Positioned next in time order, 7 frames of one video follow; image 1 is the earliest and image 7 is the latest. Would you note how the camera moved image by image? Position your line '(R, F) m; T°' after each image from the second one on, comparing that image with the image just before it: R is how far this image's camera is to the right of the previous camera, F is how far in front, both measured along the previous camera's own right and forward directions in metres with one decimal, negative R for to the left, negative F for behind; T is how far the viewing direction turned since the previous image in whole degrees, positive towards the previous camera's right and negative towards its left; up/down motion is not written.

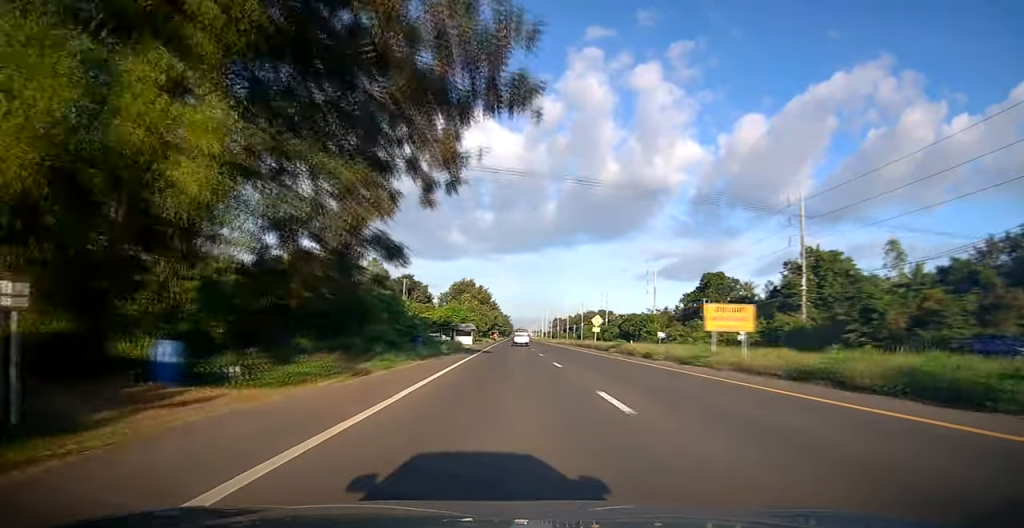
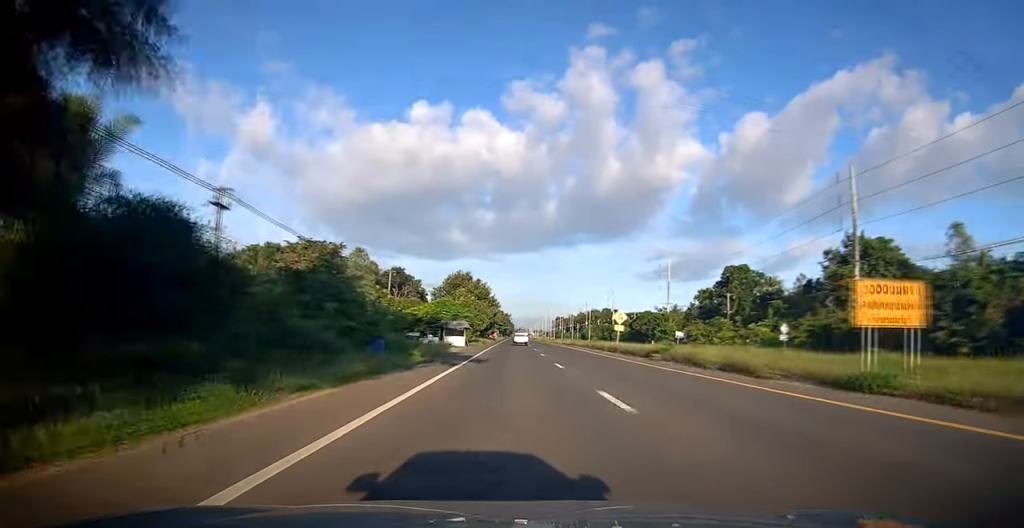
(-0.1, +11.7) m; 0°
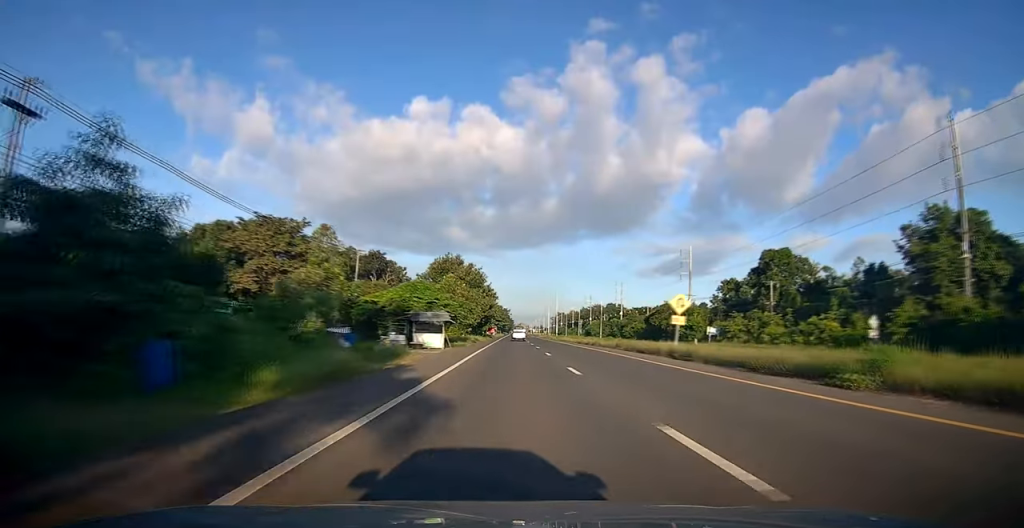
(0.0, +16.9) m; 0°
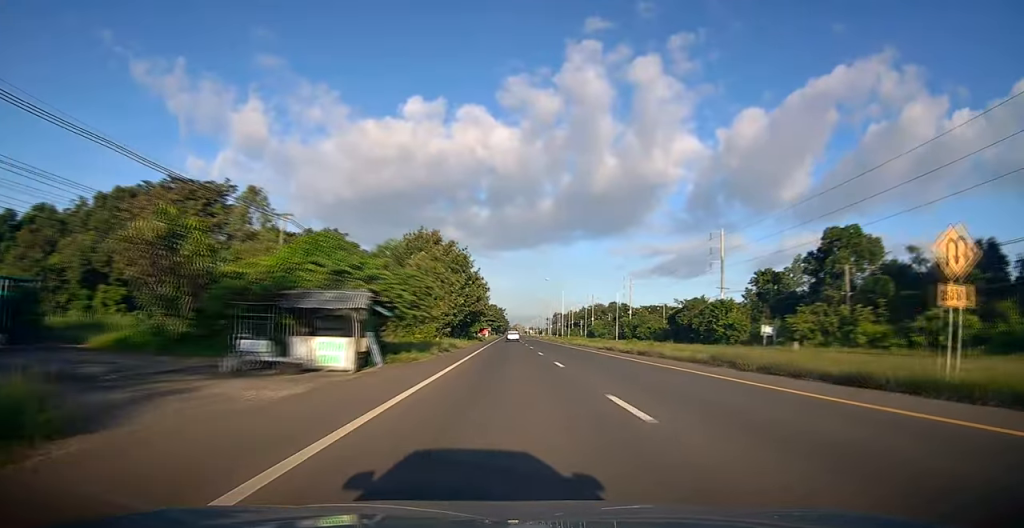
(-0.1, +20.5) m; +1°
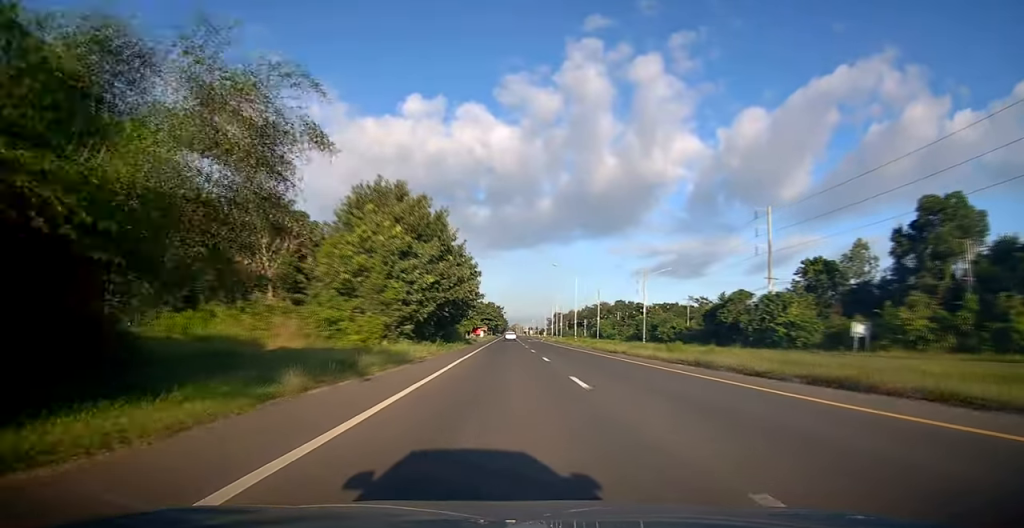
(+0.4, +19.0) m; 0°
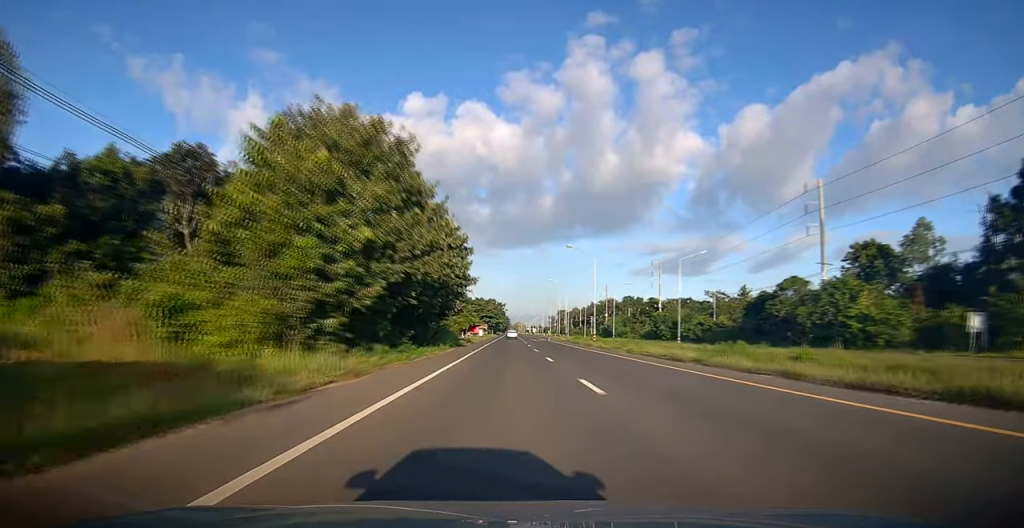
(-0.2, +14.0) m; -1°
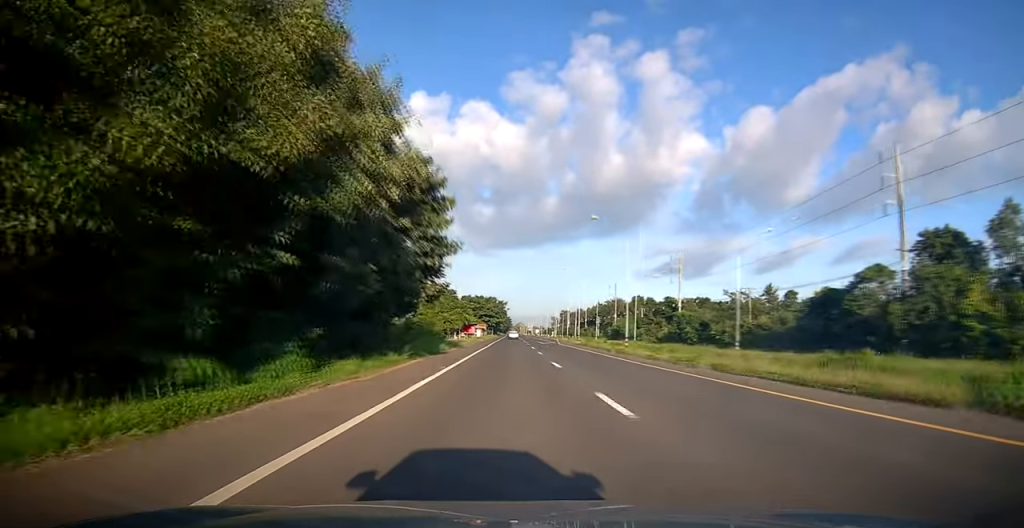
(-0.1, +14.7) m; 0°
